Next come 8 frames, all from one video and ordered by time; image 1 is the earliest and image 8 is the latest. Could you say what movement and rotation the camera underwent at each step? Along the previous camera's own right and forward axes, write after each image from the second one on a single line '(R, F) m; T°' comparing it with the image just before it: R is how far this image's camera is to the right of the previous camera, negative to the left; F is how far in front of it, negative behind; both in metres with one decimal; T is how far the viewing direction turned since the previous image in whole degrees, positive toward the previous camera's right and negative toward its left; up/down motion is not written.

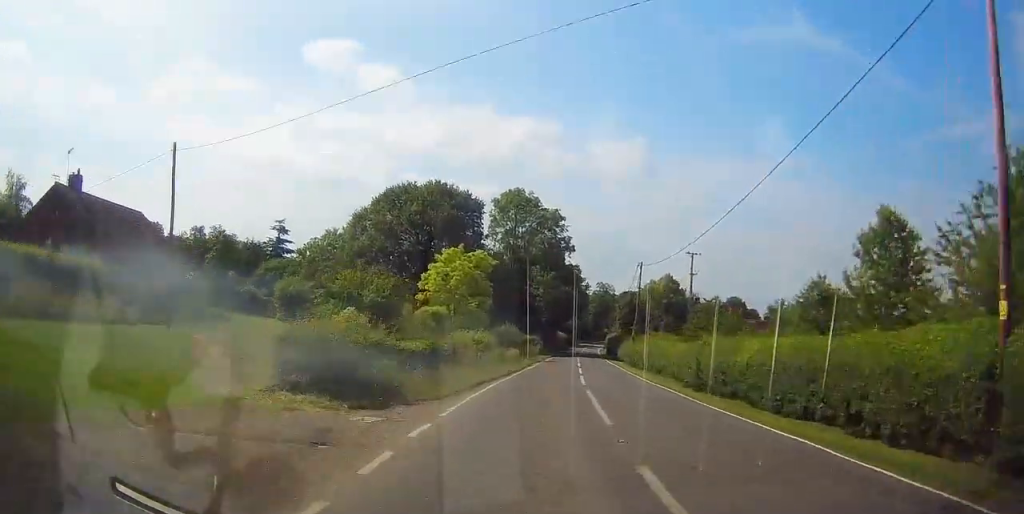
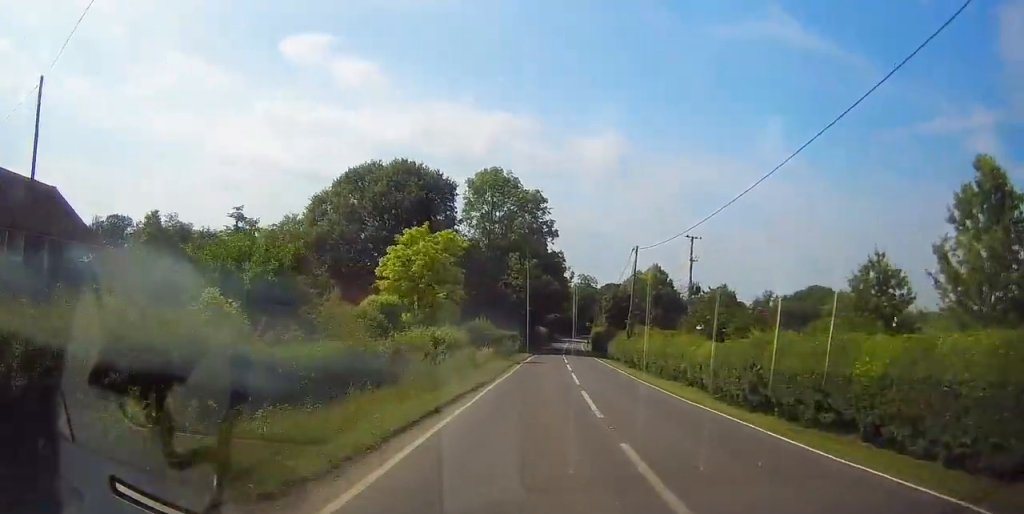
(-0.5, +8.5) m; -4°
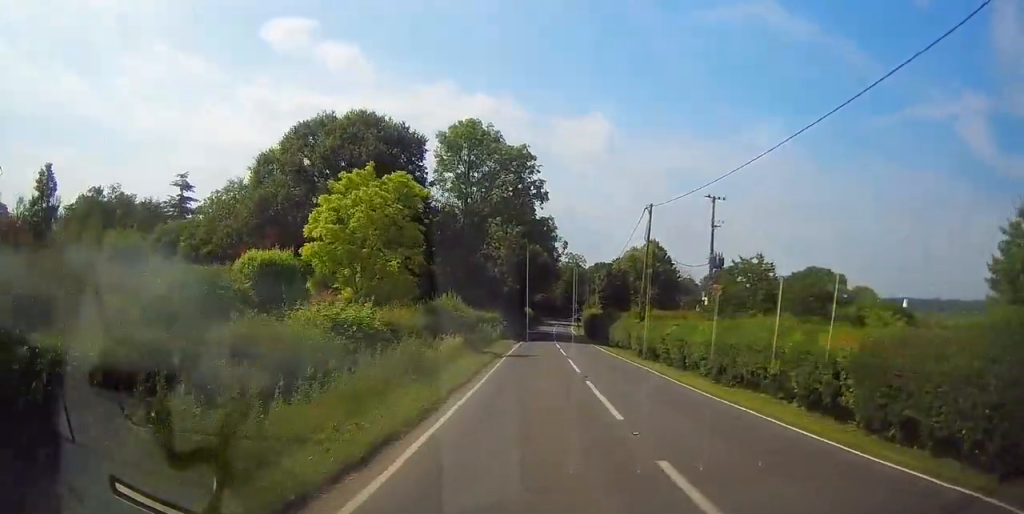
(-0.4, +11.4) m; 0°
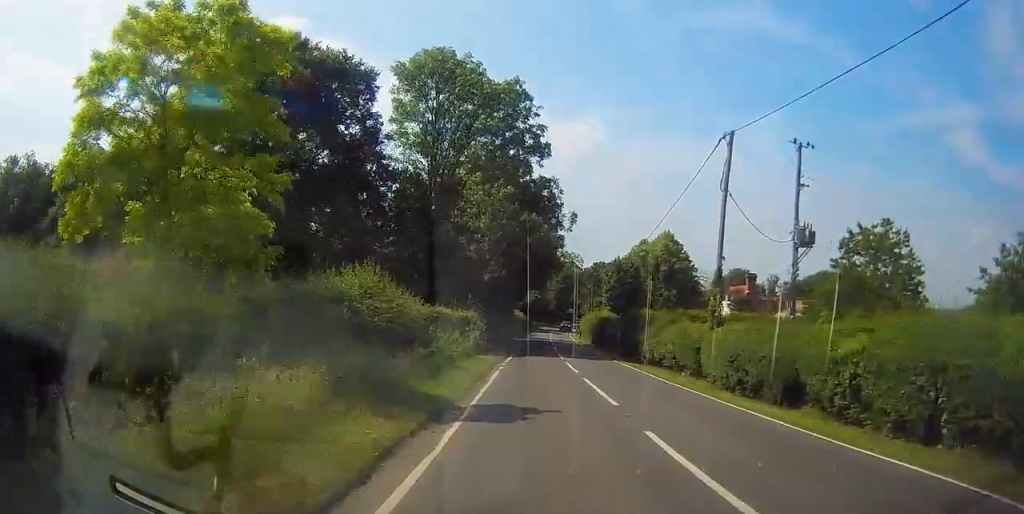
(+0.4, +17.3) m; +2°
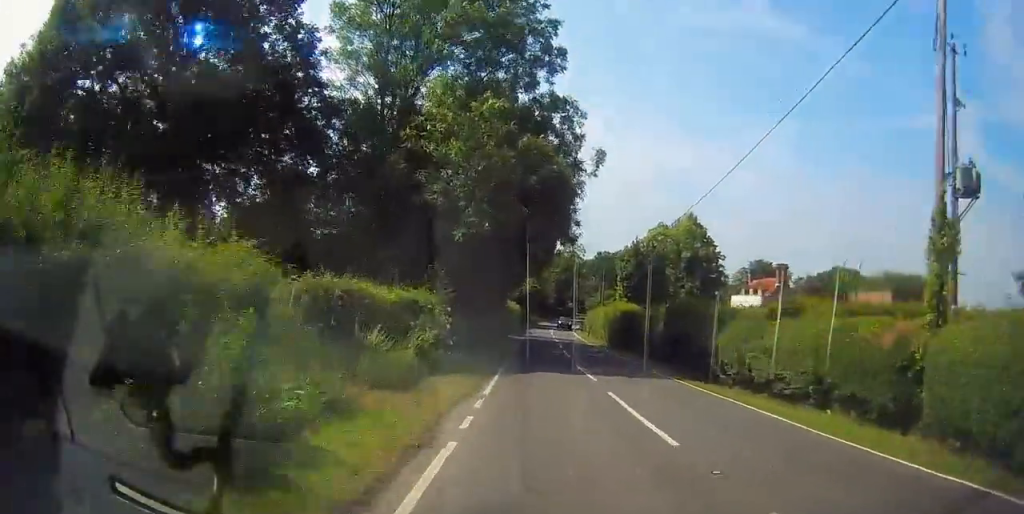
(0.0, +13.7) m; 0°
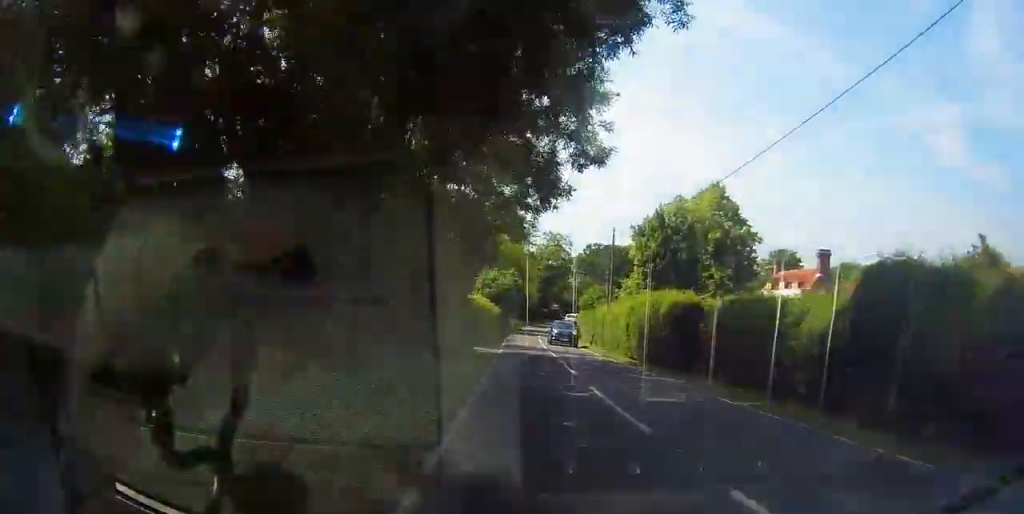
(+0.1, +18.4) m; +1°
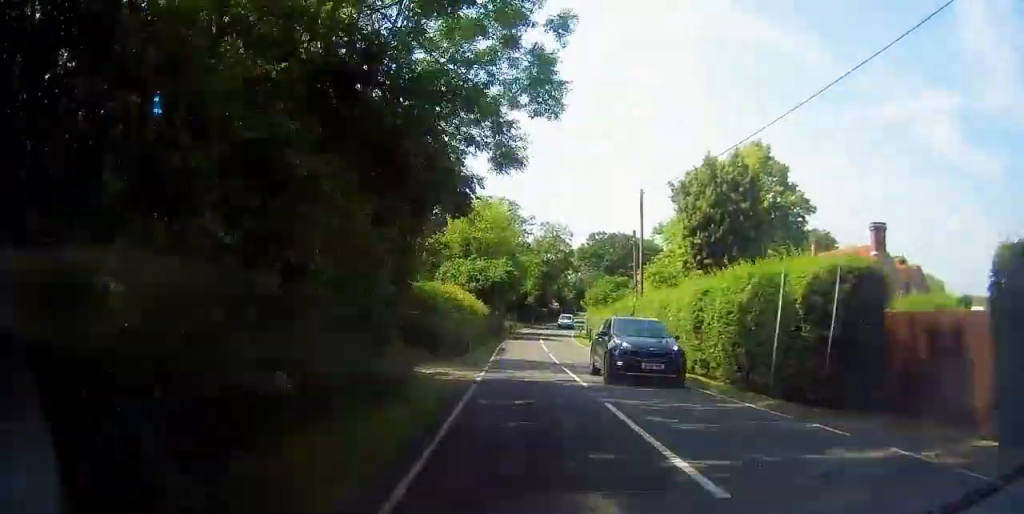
(+0.1, +12.7) m; +1°
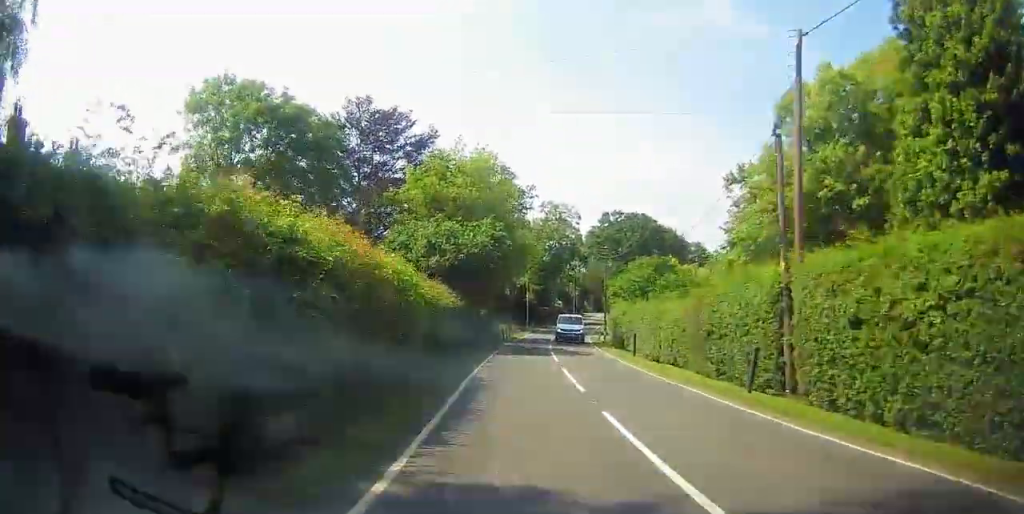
(0.0, +19.7) m; 0°
